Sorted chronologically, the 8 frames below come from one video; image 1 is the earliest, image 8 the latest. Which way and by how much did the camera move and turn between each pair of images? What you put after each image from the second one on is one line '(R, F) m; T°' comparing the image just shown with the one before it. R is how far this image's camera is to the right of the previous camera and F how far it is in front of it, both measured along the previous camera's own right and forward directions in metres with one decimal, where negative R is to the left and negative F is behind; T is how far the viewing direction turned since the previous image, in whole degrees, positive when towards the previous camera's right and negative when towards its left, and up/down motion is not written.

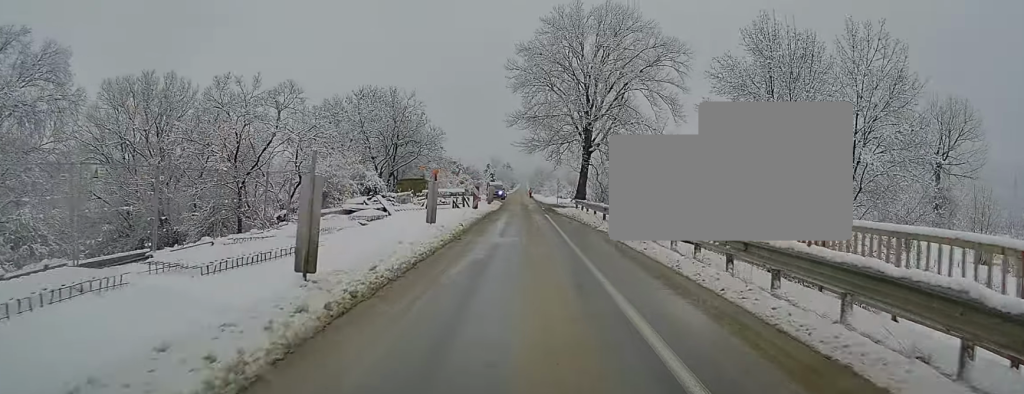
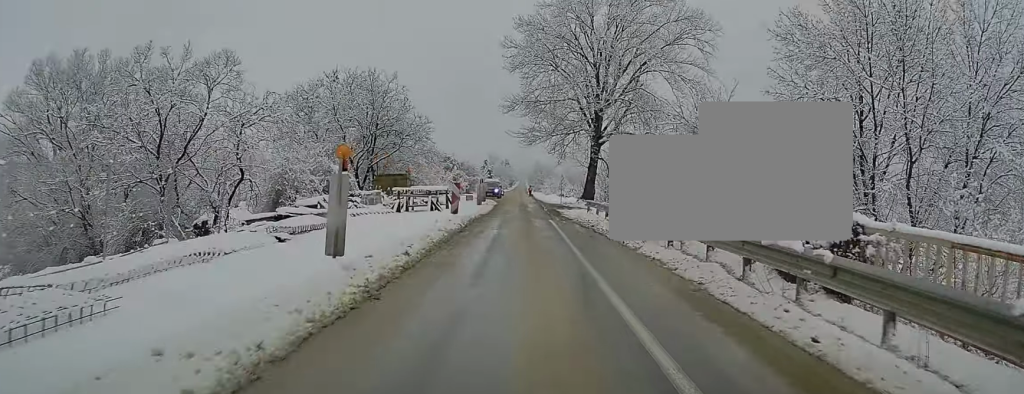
(0.0, +8.5) m; 0°
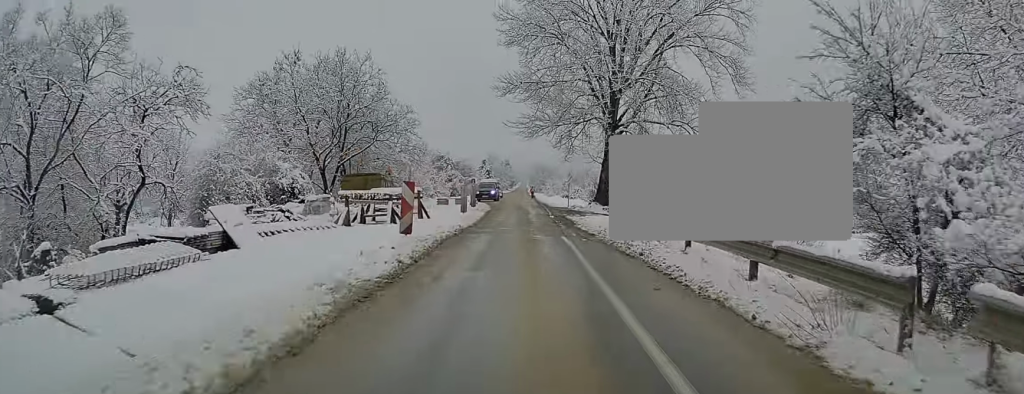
(+0.2, +9.1) m; 0°
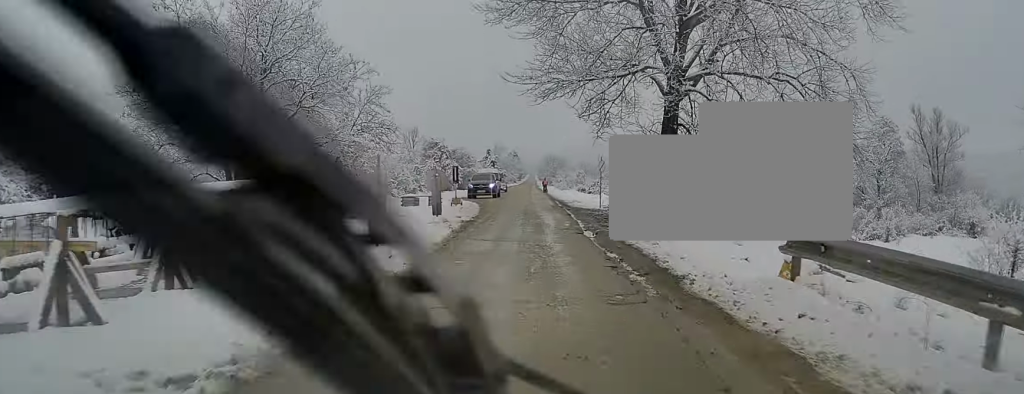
(-0.2, +16.7) m; 0°
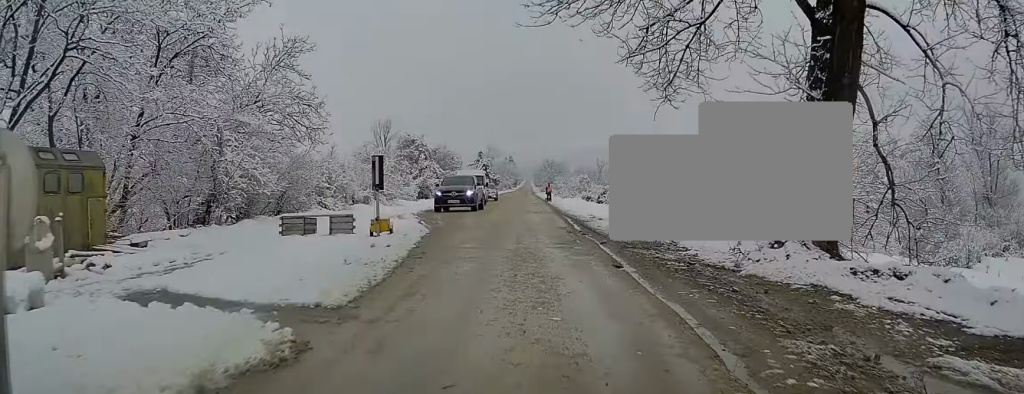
(+0.1, +15.5) m; -1°
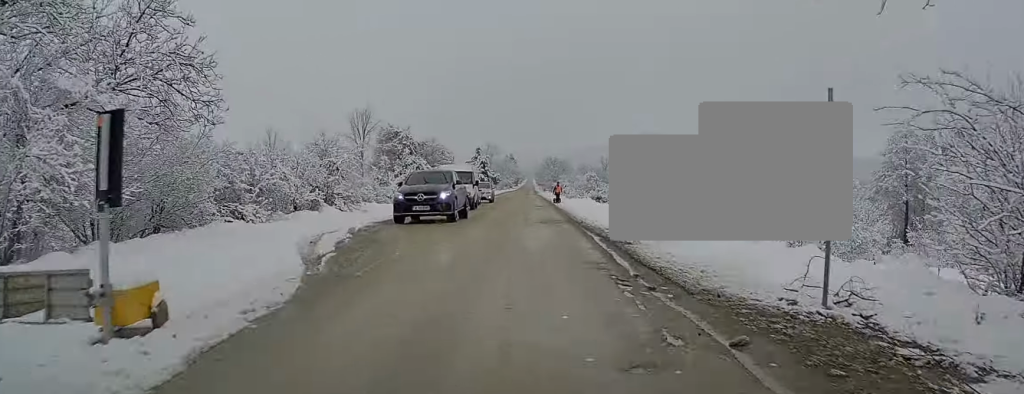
(-0.2, +10.3) m; 0°
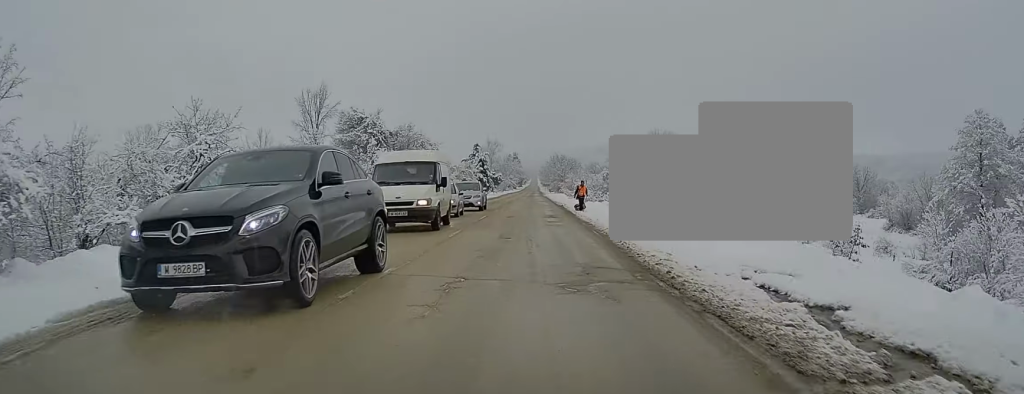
(+0.1, +15.5) m; -1°
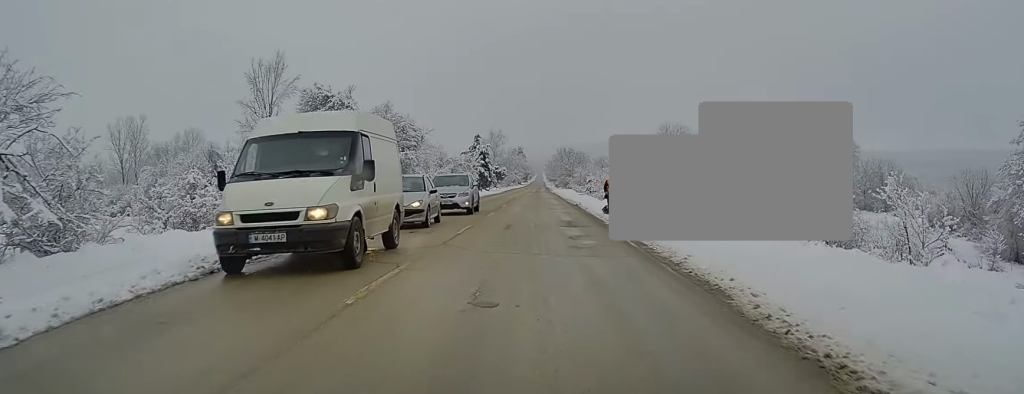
(-0.2, +10.0) m; 0°
